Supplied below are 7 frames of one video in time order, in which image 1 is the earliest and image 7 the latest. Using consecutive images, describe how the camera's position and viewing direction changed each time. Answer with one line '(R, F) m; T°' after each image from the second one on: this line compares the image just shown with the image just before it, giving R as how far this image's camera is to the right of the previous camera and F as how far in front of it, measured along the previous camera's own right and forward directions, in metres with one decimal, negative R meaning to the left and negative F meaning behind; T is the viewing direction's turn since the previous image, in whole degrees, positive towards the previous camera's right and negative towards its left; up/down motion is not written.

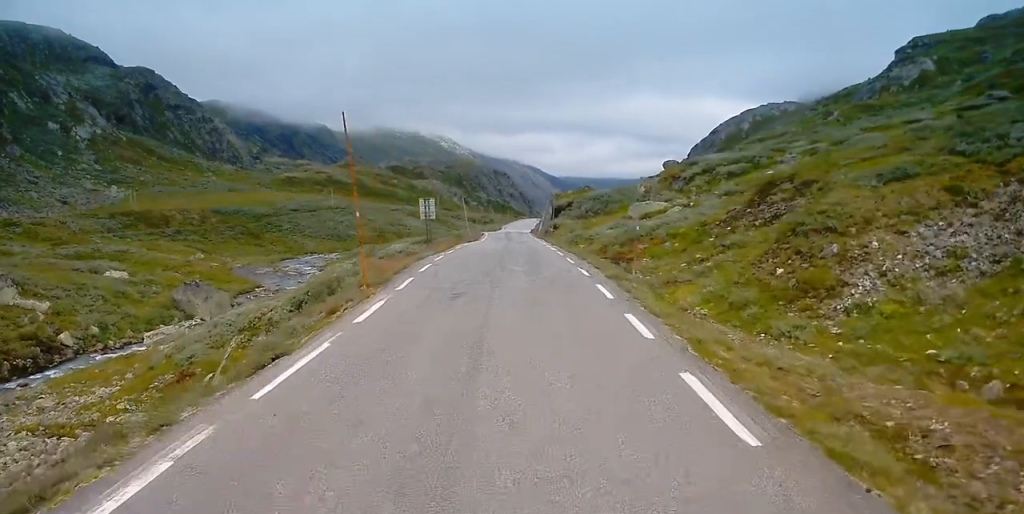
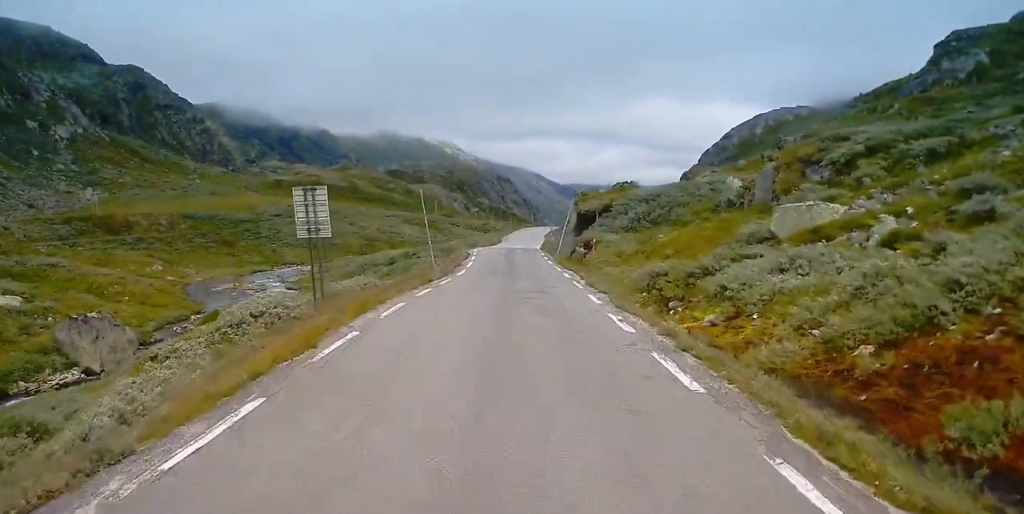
(-0.2, +33.6) m; 0°
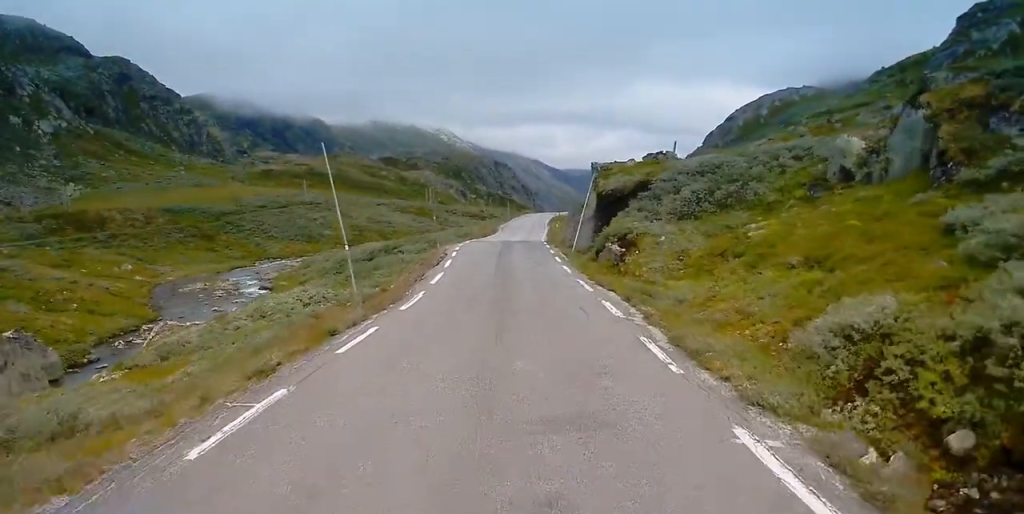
(0.0, +17.4) m; -1°
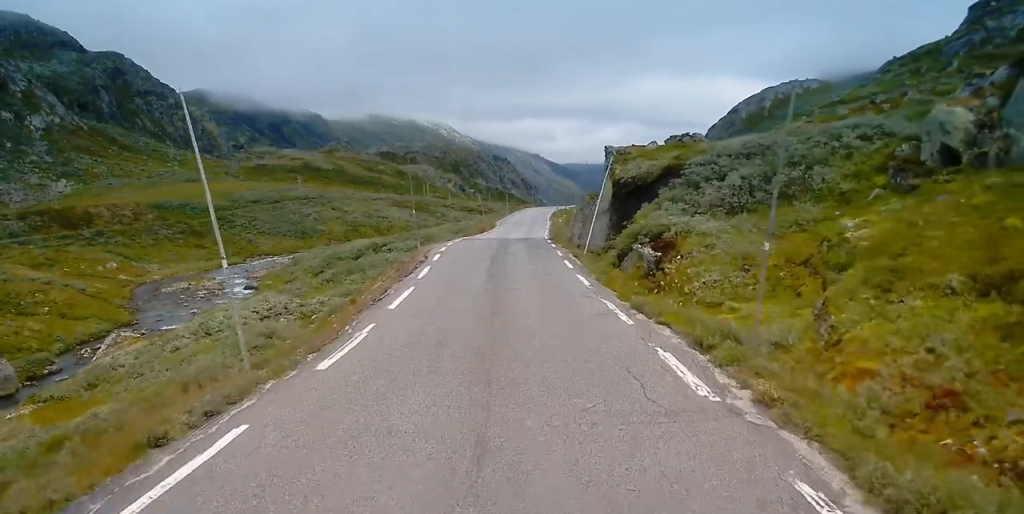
(-0.2, +8.0) m; 0°
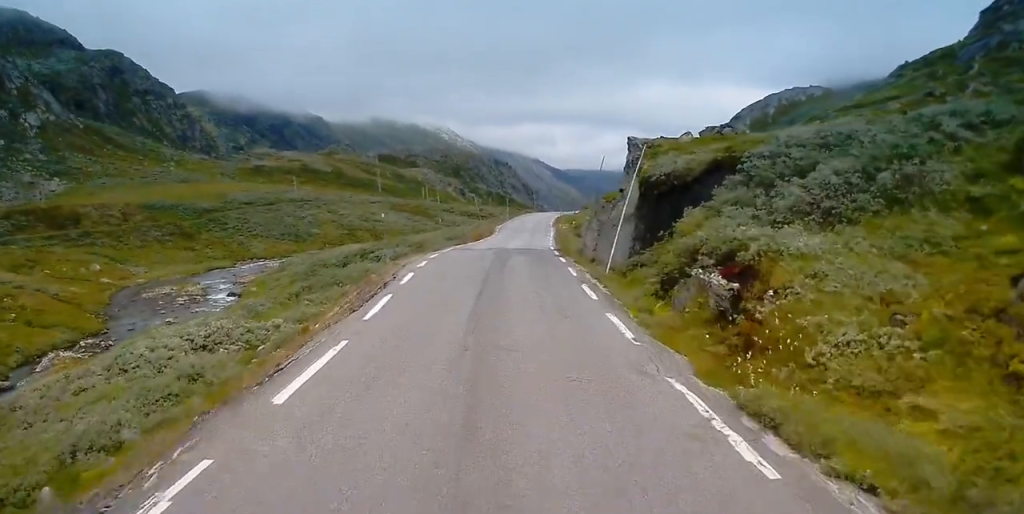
(0.0, +8.3) m; 0°
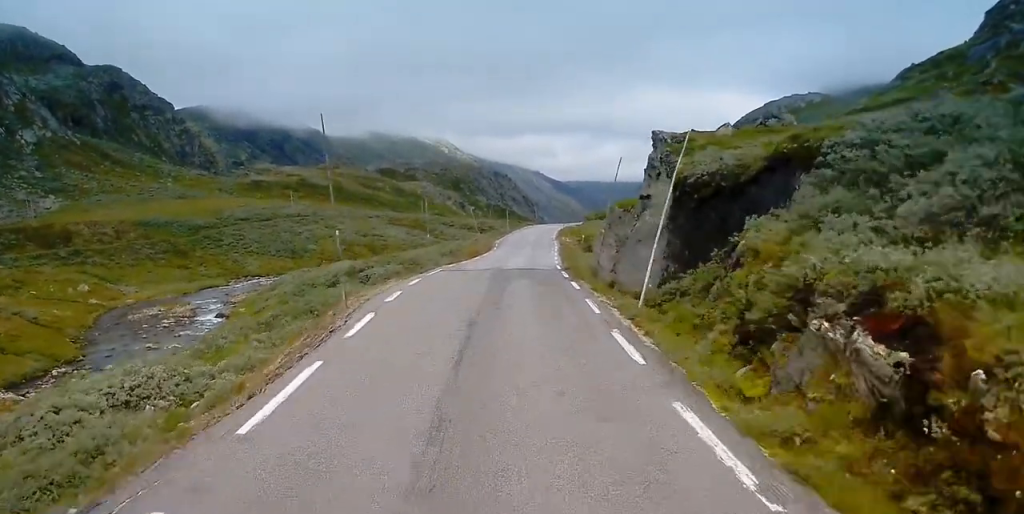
(+0.1, +6.9) m; +1°
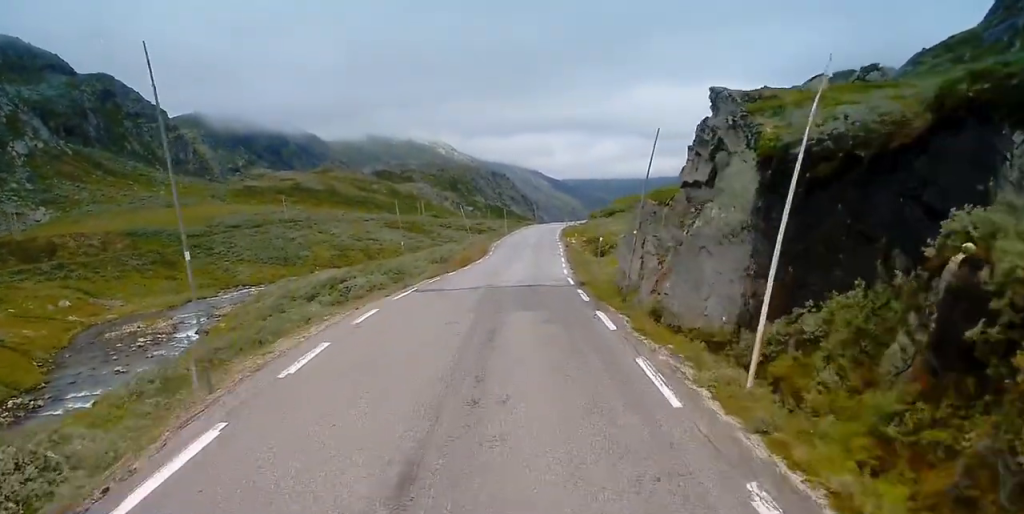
(0.0, +9.2) m; -1°
